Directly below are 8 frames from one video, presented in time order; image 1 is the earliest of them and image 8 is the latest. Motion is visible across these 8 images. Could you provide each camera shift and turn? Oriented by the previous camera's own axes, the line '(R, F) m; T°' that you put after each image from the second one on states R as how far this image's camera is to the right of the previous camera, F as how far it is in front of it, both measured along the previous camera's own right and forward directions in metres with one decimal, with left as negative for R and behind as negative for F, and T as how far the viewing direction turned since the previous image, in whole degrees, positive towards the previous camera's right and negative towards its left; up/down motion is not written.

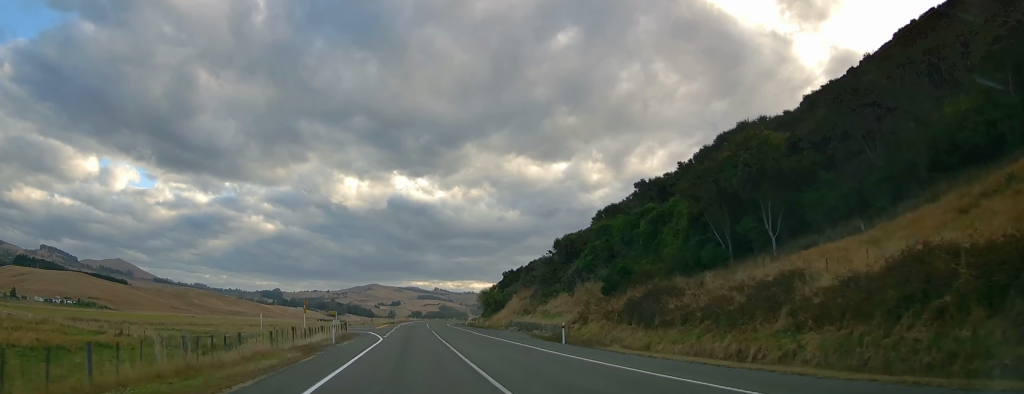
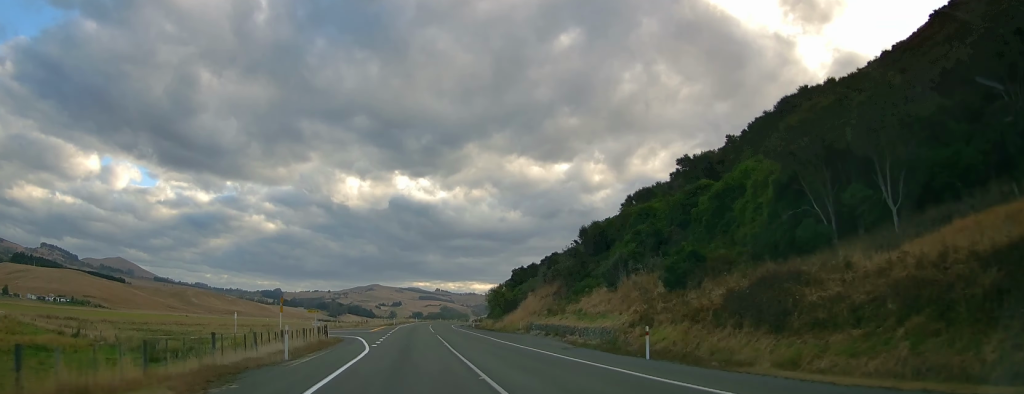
(0.0, +12.3) m; 0°
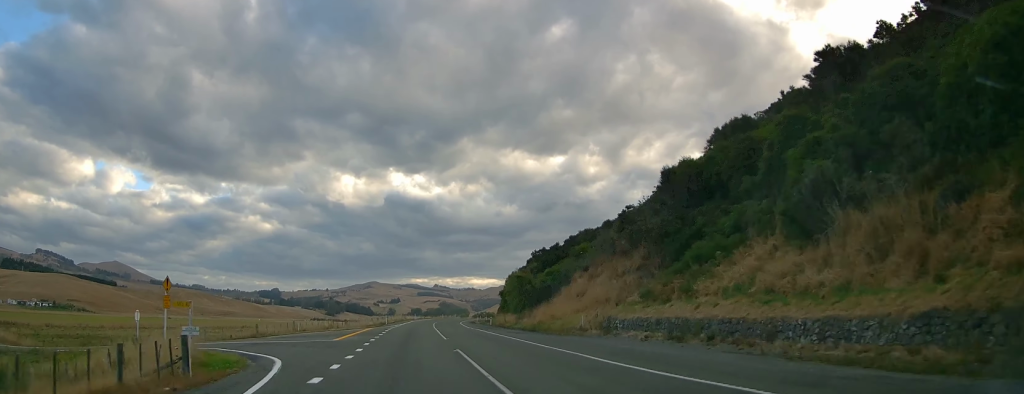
(+0.1, +25.4) m; 0°
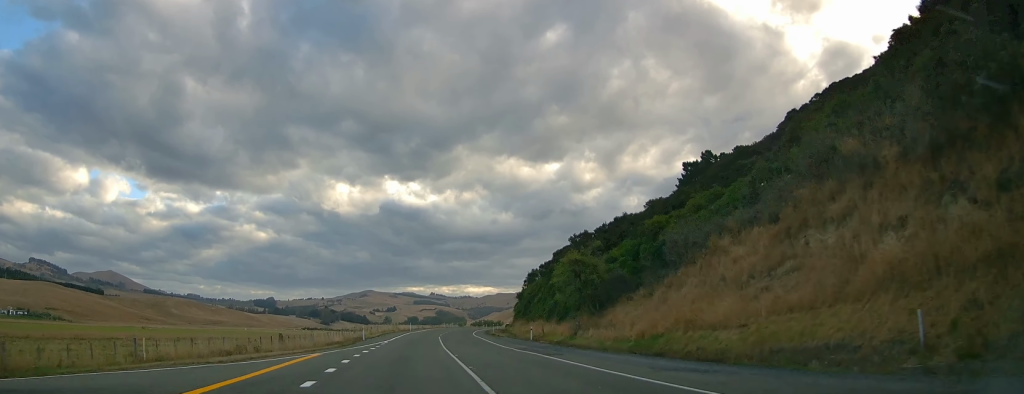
(-0.3, +29.9) m; 0°
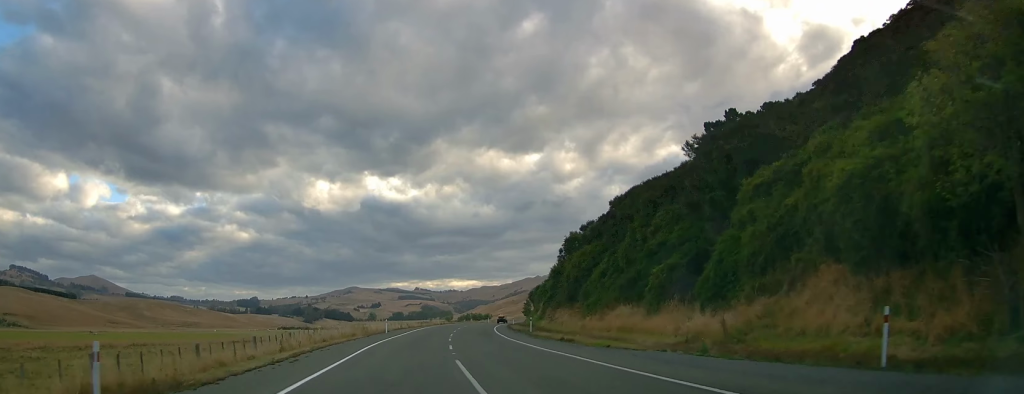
(+0.4, +40.3) m; +1°
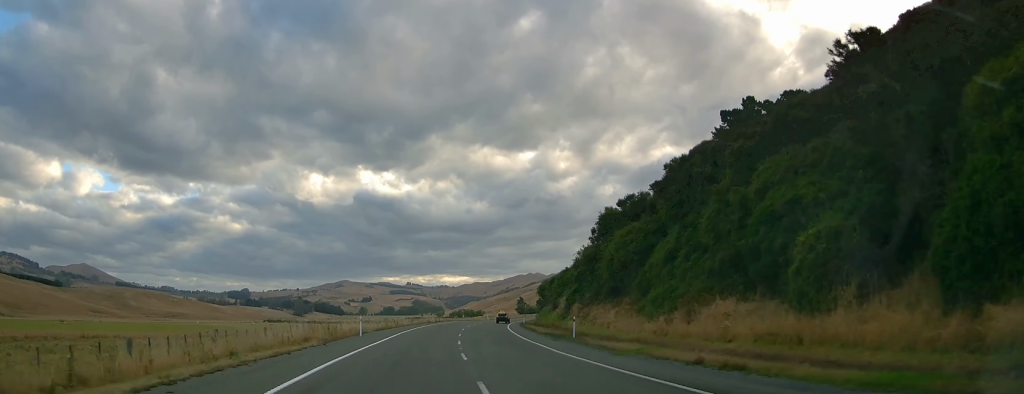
(+0.1, +17.5) m; +2°
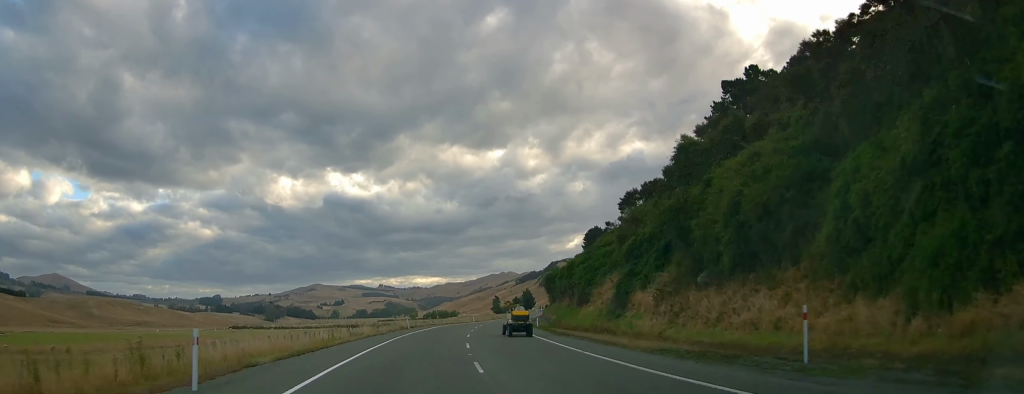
(+0.6, +24.4) m; +2°
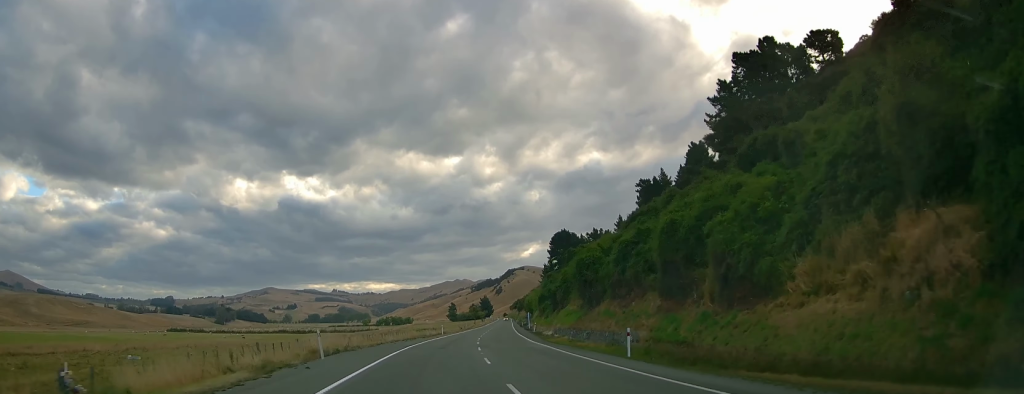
(+0.7, +33.8) m; +2°
